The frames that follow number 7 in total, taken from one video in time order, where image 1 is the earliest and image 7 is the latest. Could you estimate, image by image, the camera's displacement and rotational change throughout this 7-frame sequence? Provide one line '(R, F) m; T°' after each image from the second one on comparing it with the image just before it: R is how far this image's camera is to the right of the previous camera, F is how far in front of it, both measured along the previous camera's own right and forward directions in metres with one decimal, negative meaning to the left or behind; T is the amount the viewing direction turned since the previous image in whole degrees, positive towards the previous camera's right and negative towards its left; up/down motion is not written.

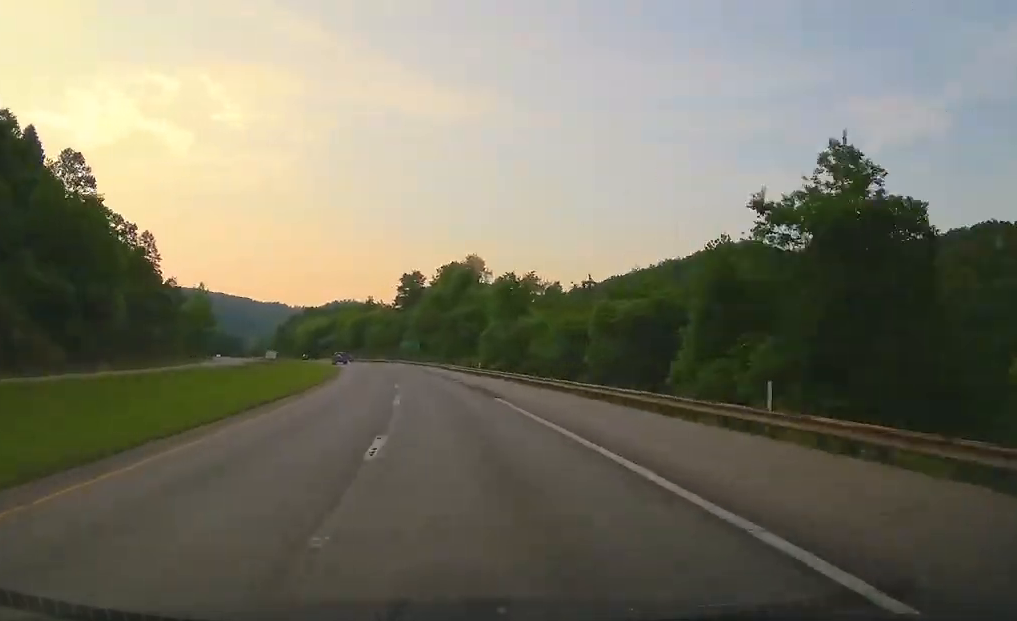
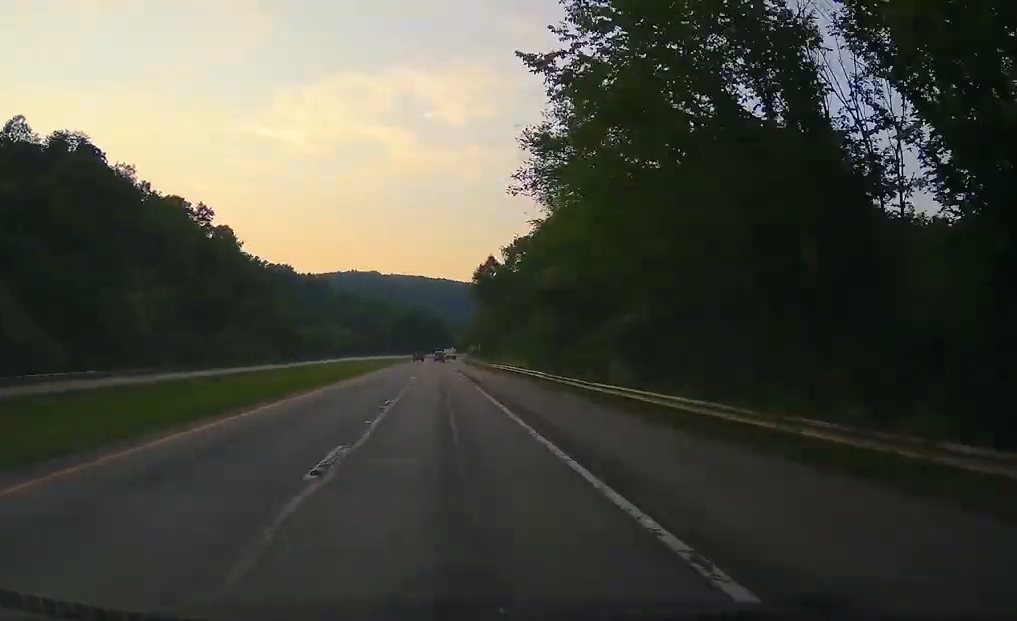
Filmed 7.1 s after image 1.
(-44.5, +231.0) m; -14°
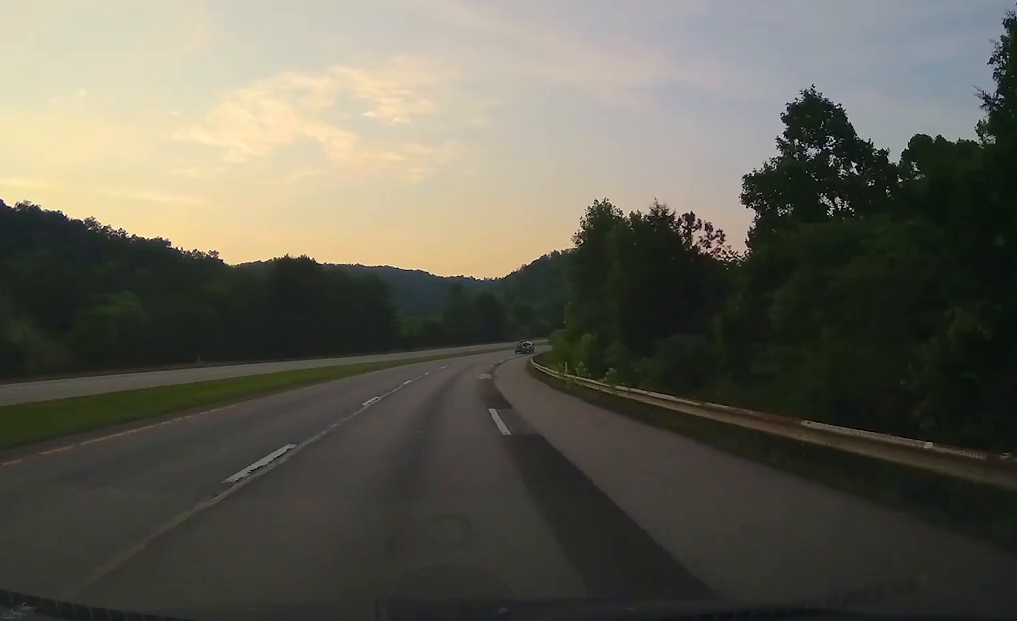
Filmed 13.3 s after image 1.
(+10.1, +208.5) m; +11°
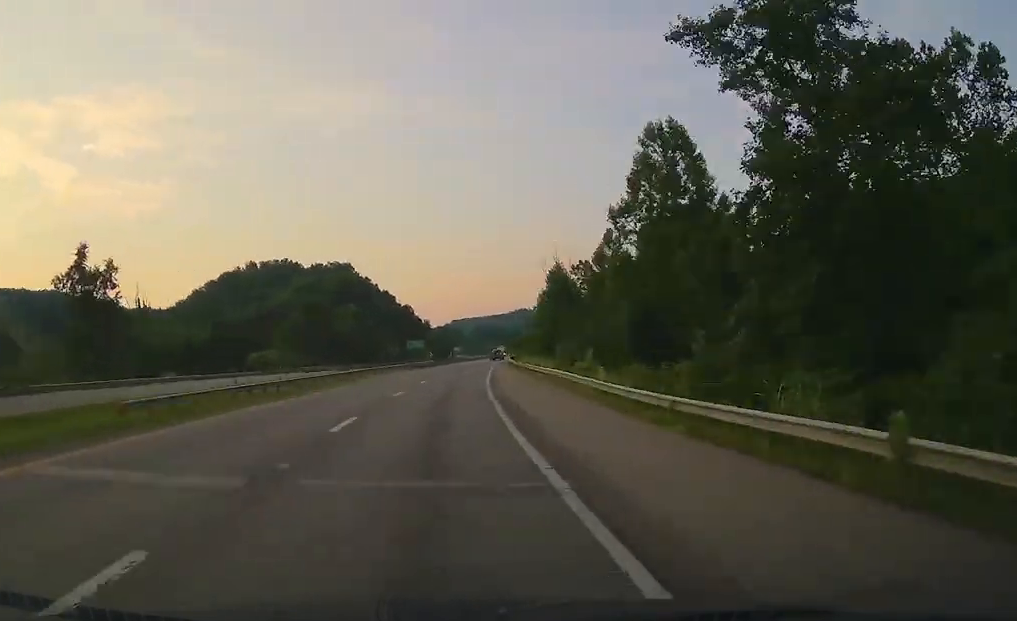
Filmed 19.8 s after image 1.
(+39.5, +209.4) m; +21°
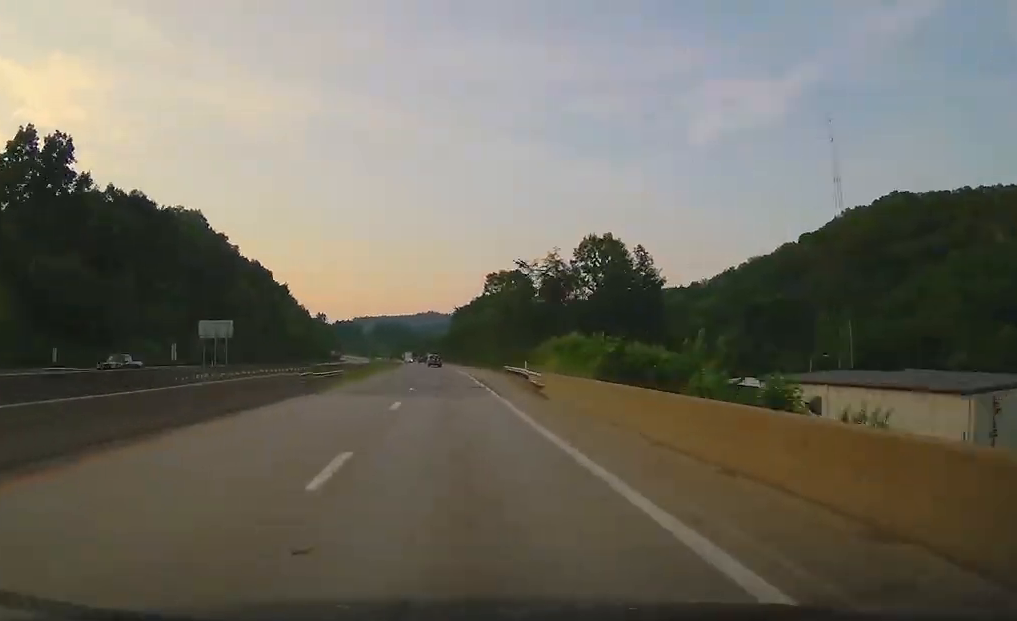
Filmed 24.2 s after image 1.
(+10.2, +151.4) m; +3°
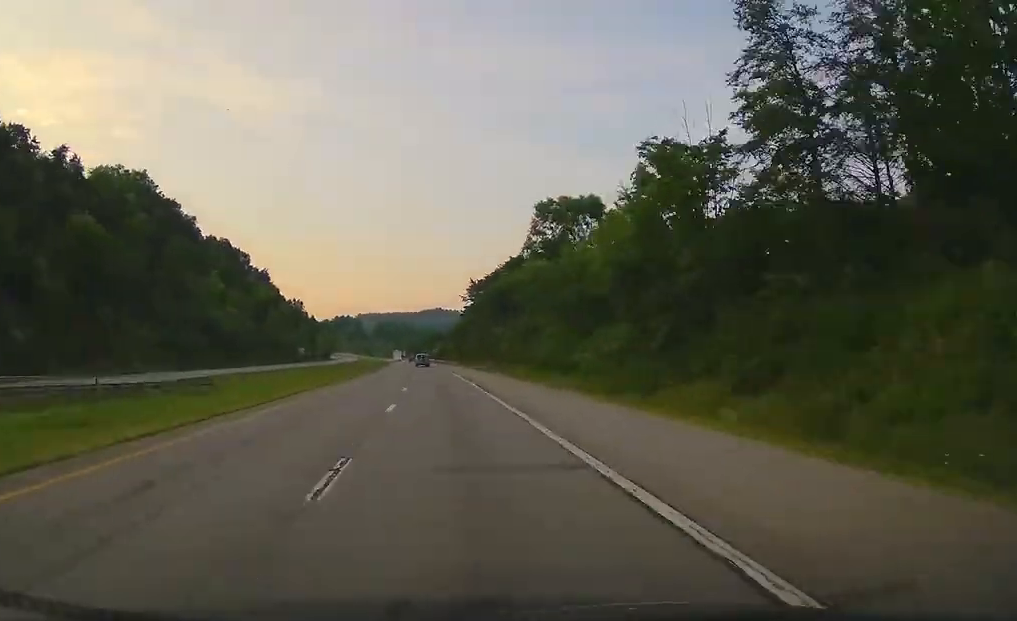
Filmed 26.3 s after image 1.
(-0.7, +74.4) m; -1°
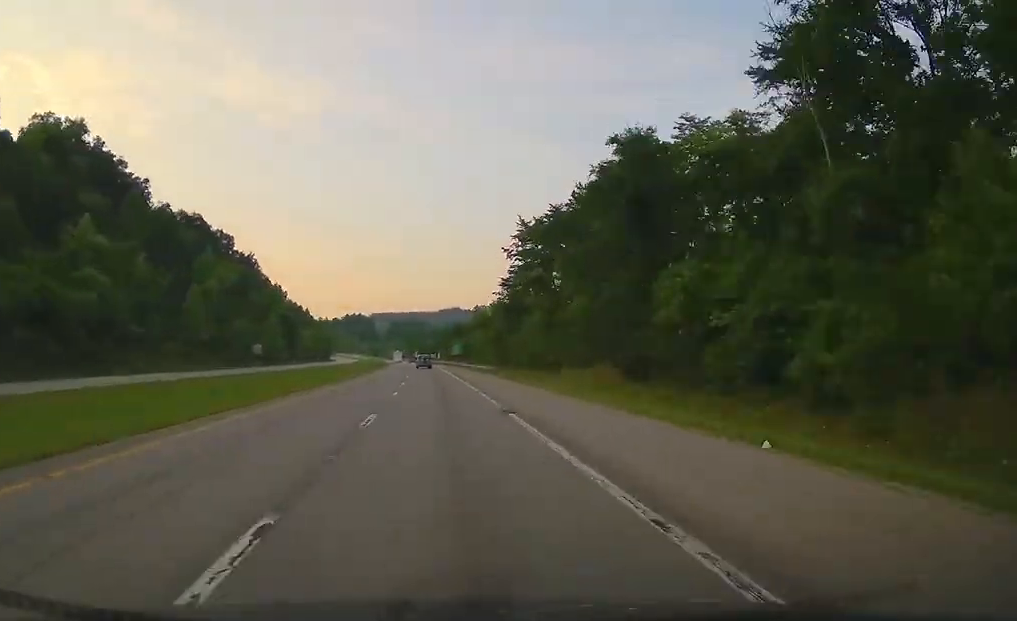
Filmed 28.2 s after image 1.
(+0.1, +65.1) m; -1°
